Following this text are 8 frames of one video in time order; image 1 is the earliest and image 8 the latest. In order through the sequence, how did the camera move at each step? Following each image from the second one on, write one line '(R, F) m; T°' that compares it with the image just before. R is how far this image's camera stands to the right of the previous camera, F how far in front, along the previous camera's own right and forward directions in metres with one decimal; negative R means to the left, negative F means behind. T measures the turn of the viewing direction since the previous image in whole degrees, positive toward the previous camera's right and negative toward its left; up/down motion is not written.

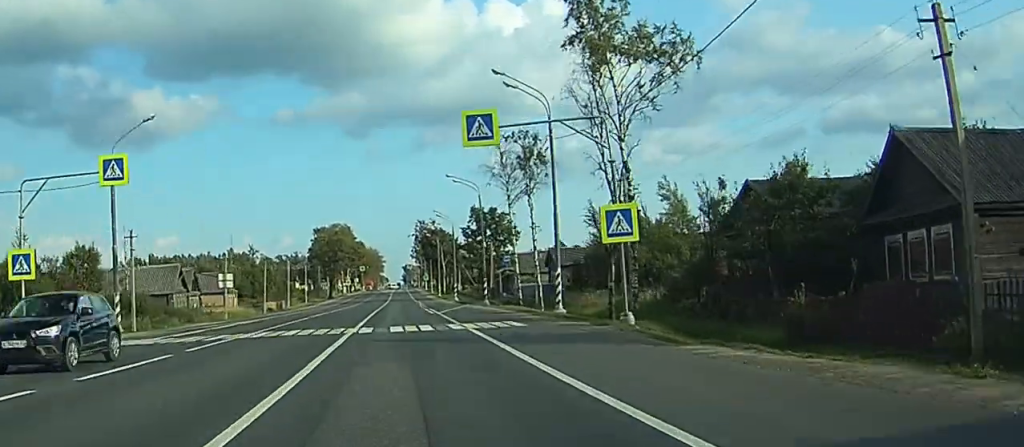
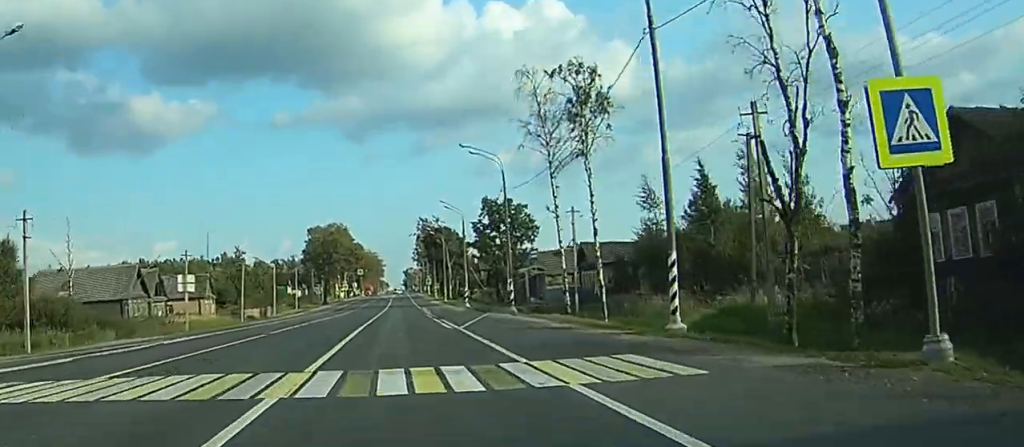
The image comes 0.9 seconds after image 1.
(0.0, +17.2) m; 0°
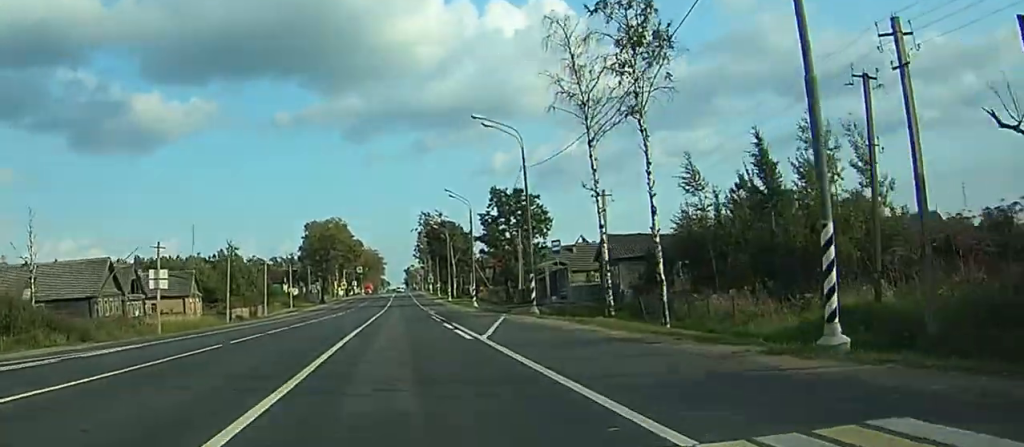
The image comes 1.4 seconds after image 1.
(0.0, +8.8) m; 0°
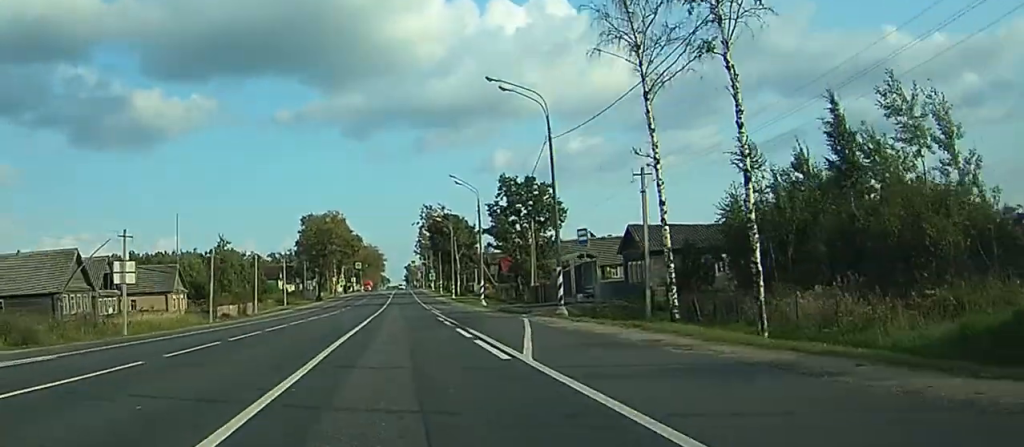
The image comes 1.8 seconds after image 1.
(0.0, +8.2) m; 0°
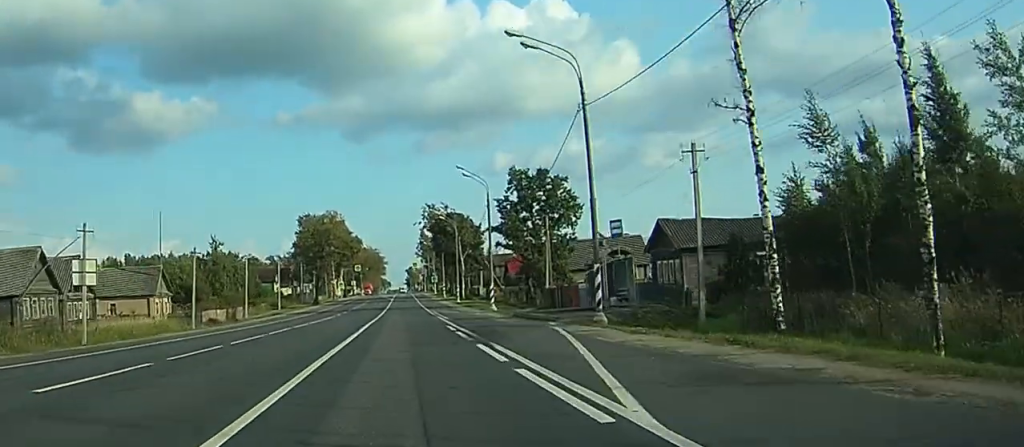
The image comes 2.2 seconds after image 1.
(-0.1, +7.5) m; +1°
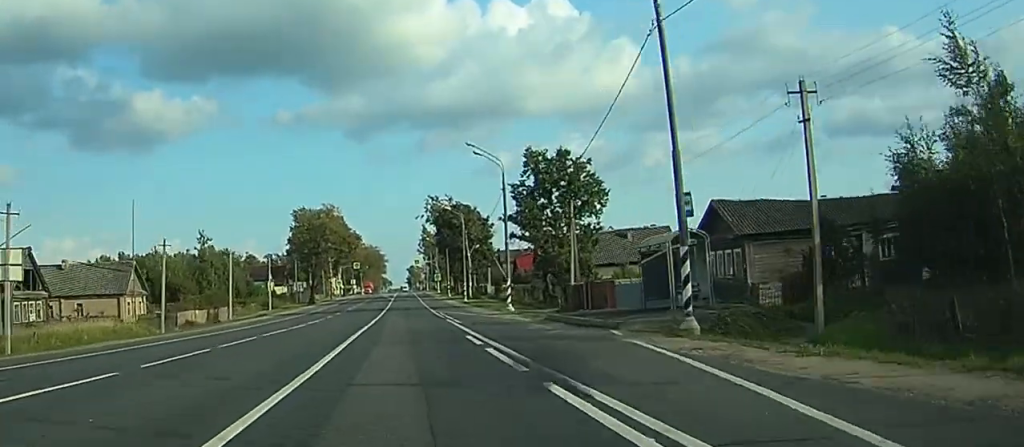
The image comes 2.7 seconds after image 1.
(-0.2, +10.0) m; +1°
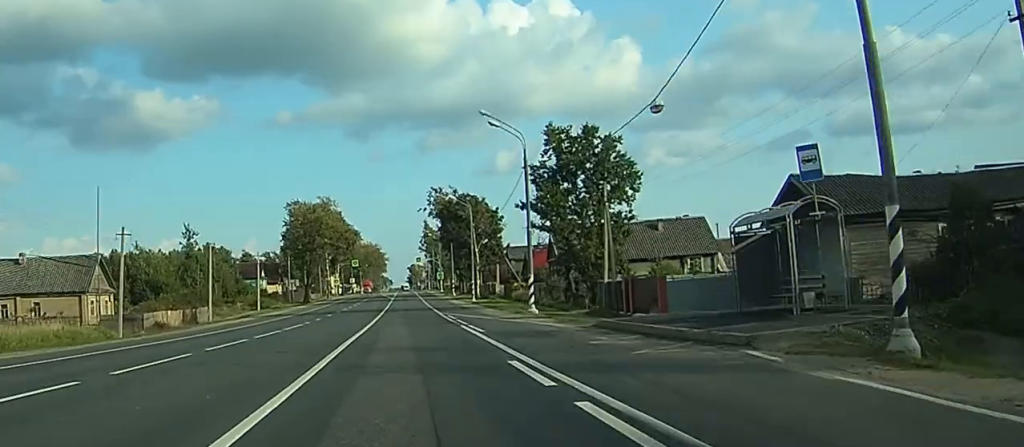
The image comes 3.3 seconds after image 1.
(+0.6, +10.0) m; -1°
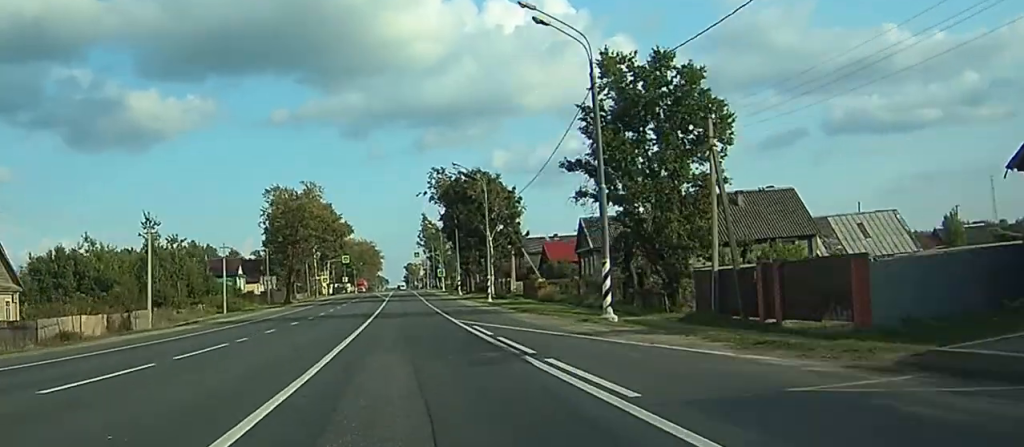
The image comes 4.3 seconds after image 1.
(-0.8, +18.9) m; -3°
